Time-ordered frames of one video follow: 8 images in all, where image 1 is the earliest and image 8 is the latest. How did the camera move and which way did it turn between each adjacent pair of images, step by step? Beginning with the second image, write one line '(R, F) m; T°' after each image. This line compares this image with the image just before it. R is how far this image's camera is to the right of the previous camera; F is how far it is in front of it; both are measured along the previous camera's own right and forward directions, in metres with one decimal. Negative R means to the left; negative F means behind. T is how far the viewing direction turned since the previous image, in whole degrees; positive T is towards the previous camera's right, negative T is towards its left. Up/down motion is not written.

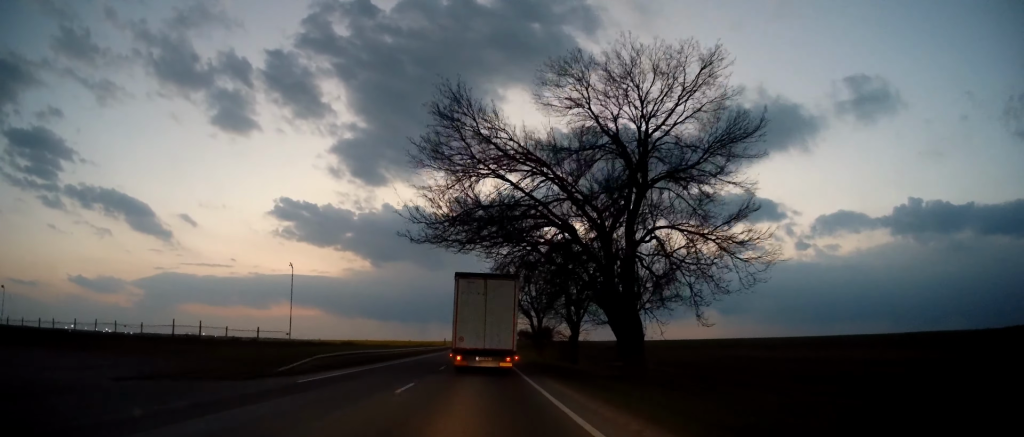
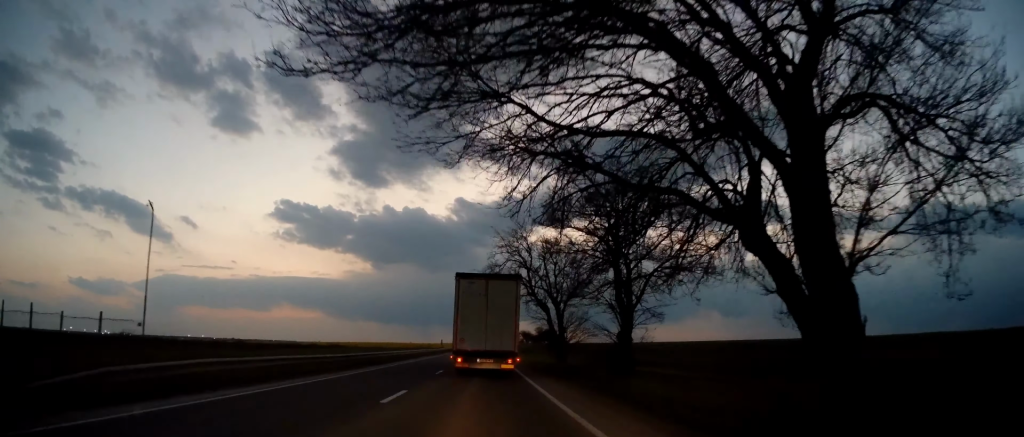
(+0.3, +13.6) m; 0°
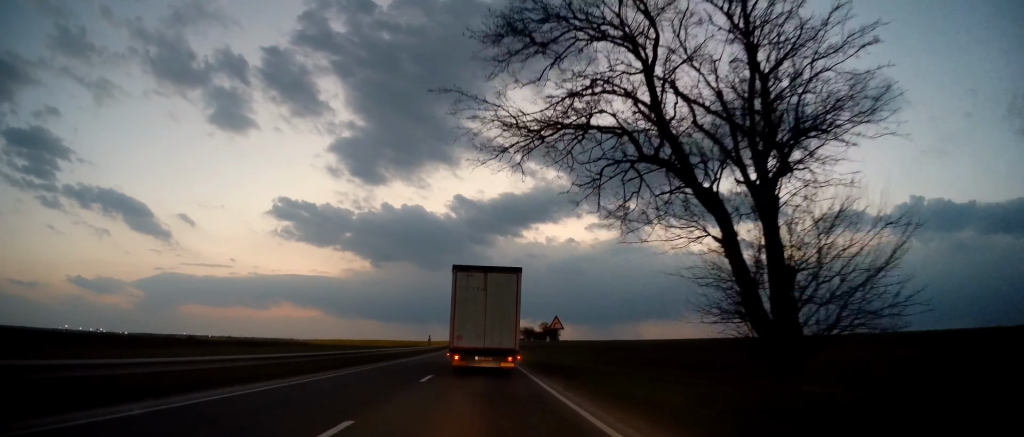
(-0.4, +29.5) m; 0°
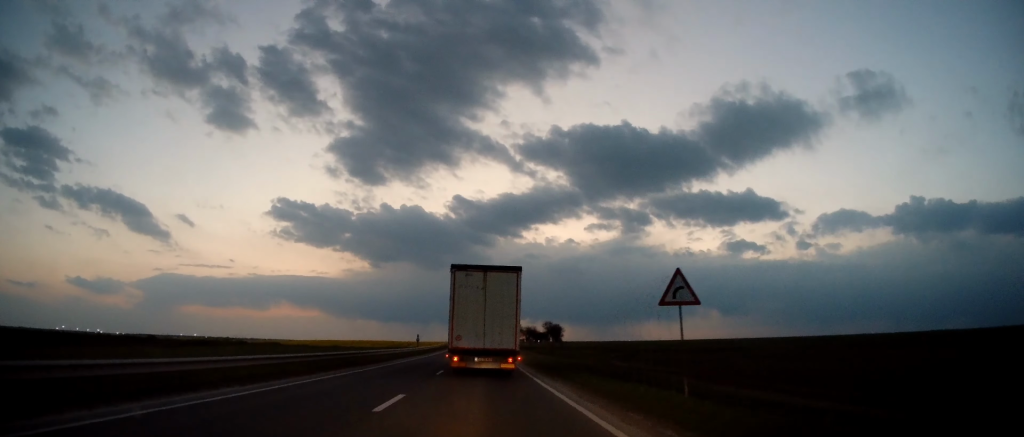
(+0.4, +18.8) m; 0°
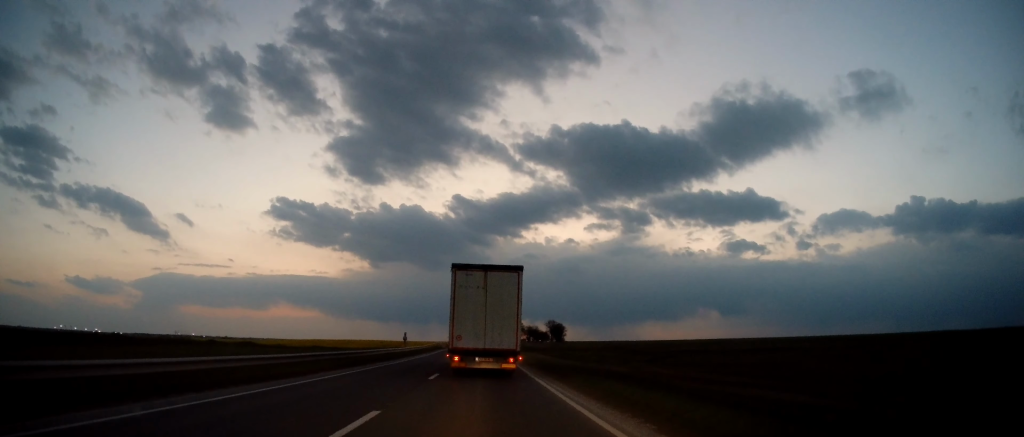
(0.0, +15.0) m; 0°
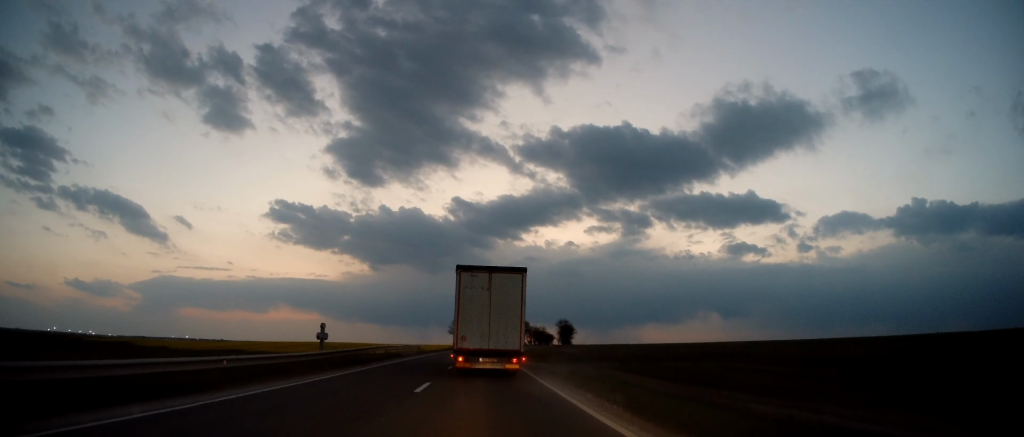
(-0.3, +40.0) m; +1°
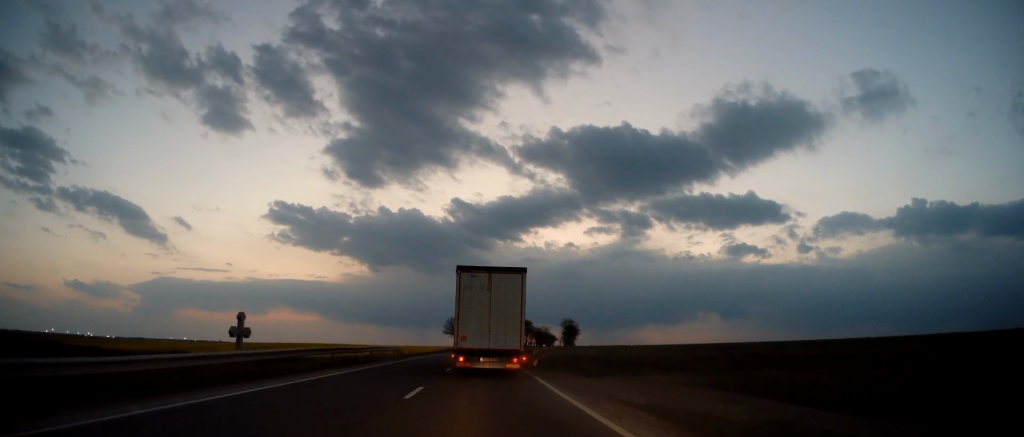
(+0.4, +13.2) m; 0°
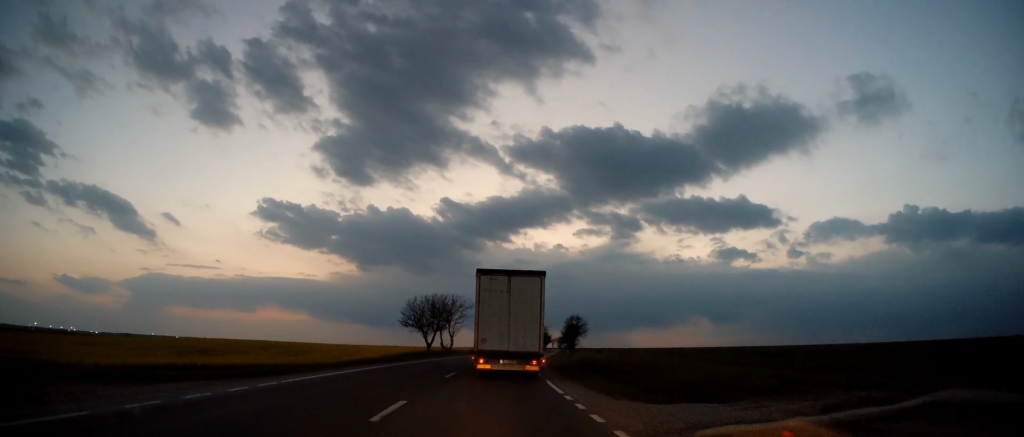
(-0.7, +38.3) m; 0°
